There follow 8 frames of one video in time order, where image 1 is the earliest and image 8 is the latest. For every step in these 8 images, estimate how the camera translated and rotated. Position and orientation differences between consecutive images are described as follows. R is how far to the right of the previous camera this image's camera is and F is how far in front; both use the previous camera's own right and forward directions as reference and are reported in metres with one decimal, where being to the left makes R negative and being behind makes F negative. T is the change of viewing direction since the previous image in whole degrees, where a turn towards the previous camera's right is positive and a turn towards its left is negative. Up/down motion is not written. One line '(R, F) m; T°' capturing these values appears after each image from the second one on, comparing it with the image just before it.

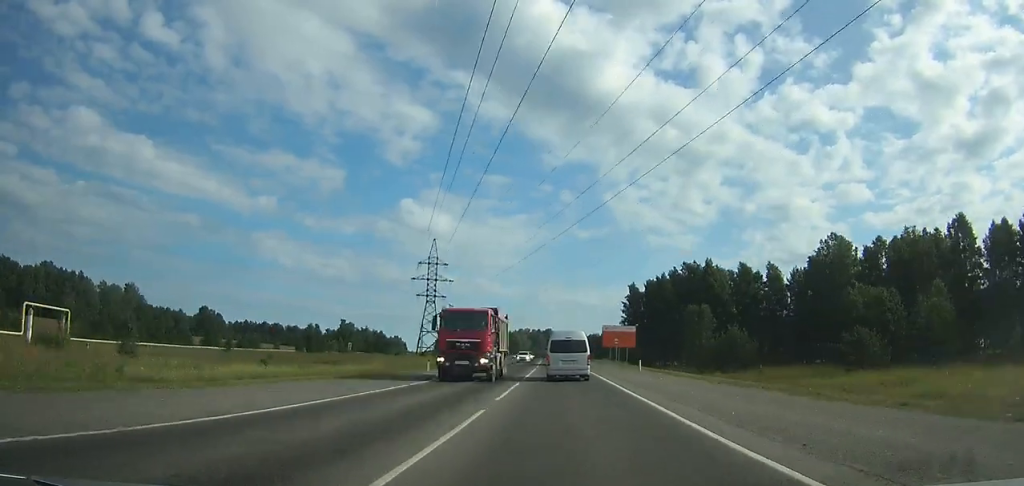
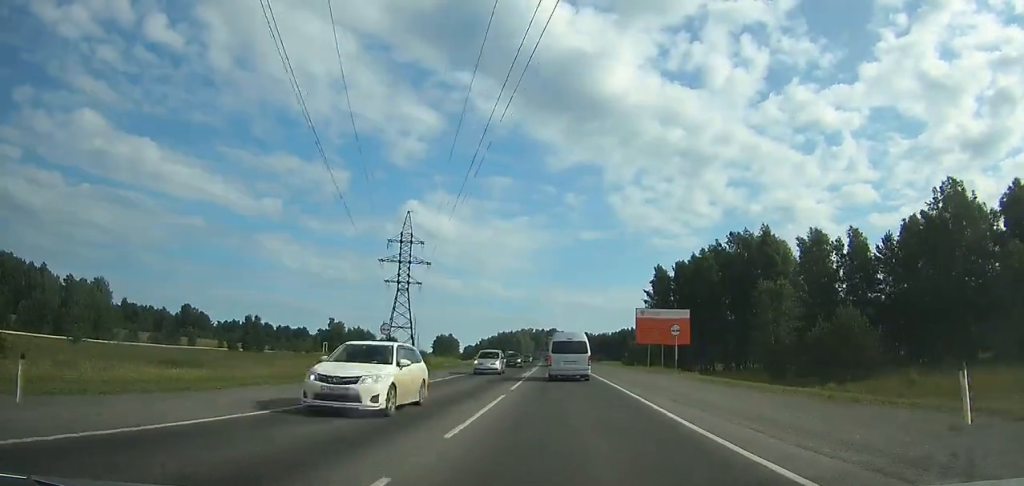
(0.0, +31.7) m; 0°
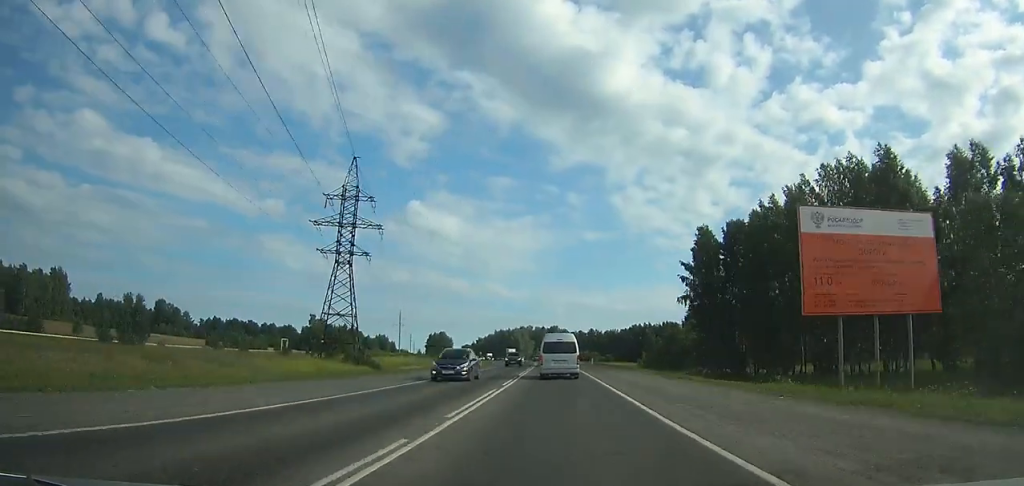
(-0.2, +34.9) m; -1°
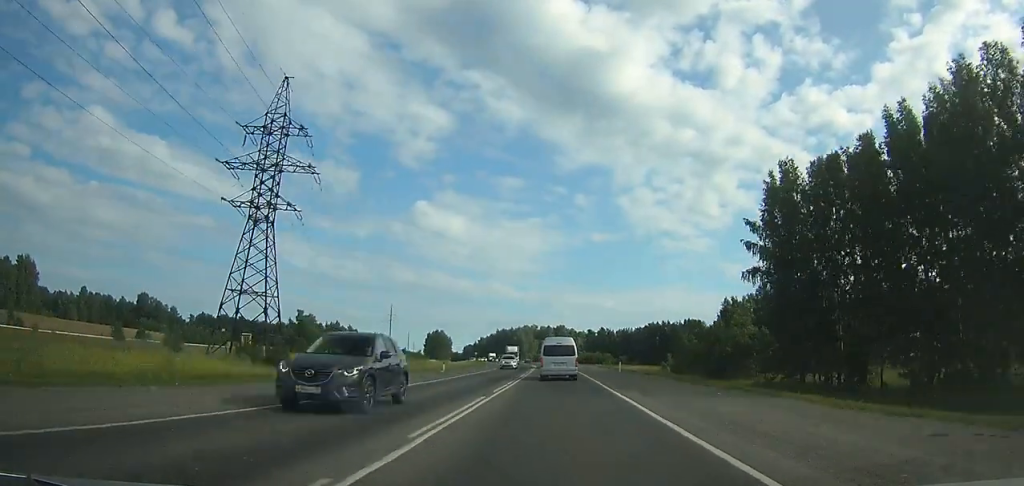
(0.0, +27.5) m; -1°
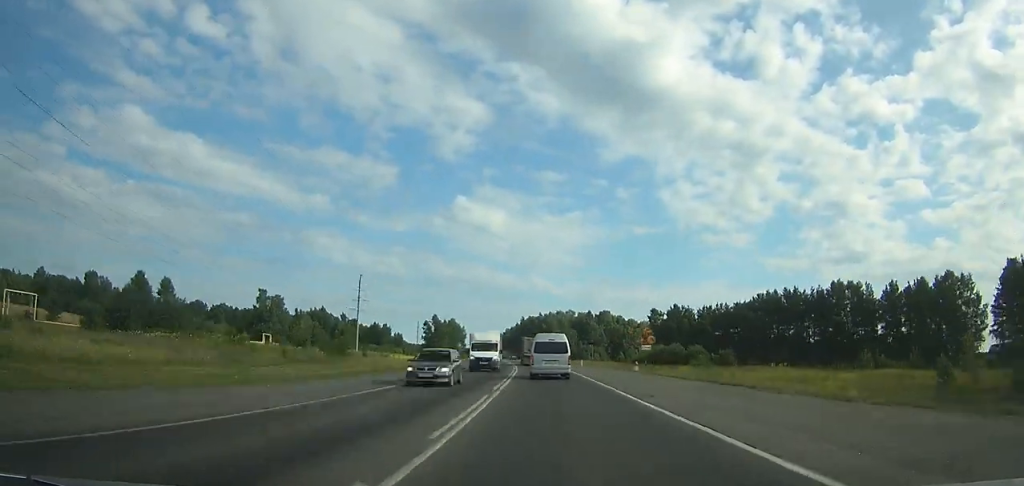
(-2.3, +81.7) m; -4°
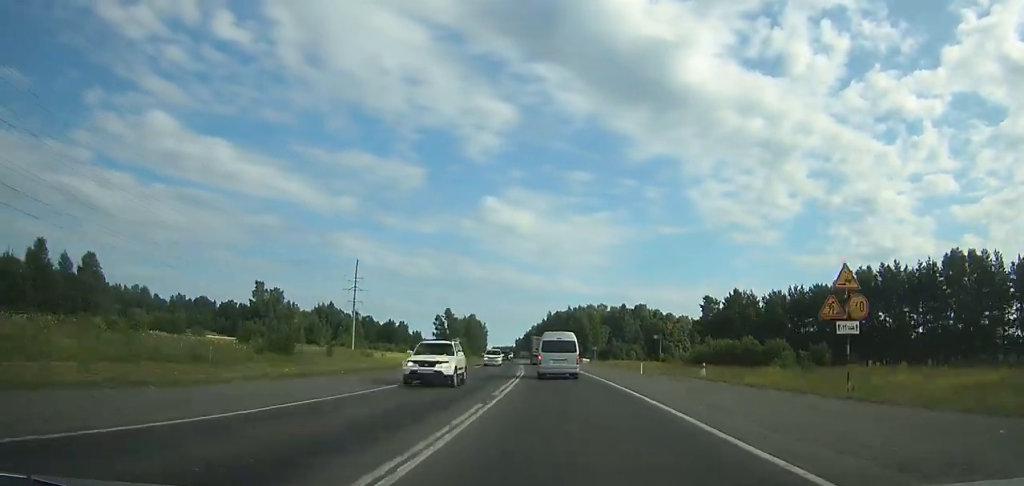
(-0.2, +26.9) m; -2°
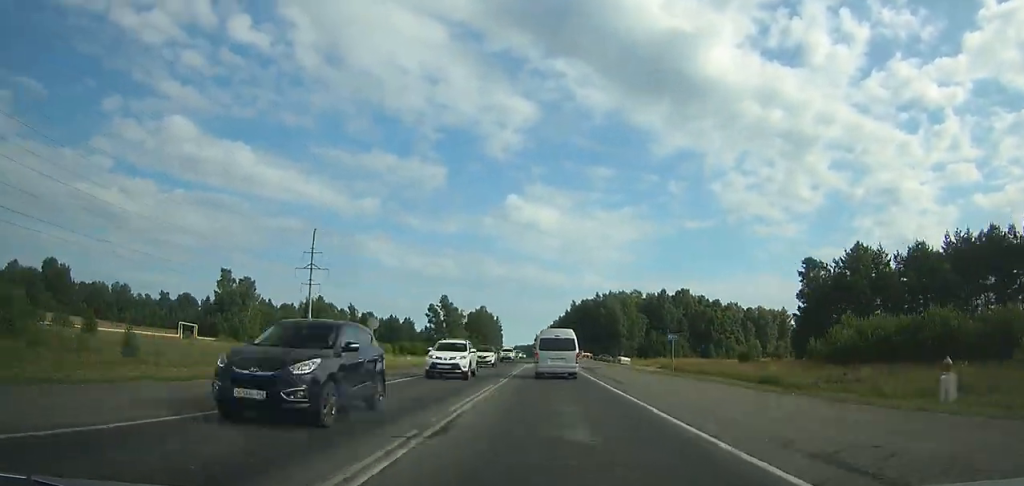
(-1.3, +40.6) m; -3°
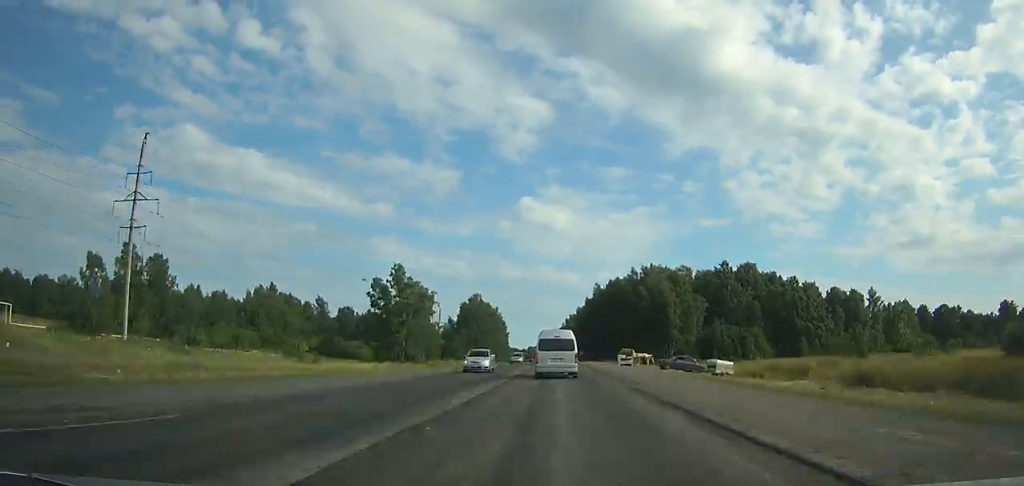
(-1.2, +58.7) m; -2°
